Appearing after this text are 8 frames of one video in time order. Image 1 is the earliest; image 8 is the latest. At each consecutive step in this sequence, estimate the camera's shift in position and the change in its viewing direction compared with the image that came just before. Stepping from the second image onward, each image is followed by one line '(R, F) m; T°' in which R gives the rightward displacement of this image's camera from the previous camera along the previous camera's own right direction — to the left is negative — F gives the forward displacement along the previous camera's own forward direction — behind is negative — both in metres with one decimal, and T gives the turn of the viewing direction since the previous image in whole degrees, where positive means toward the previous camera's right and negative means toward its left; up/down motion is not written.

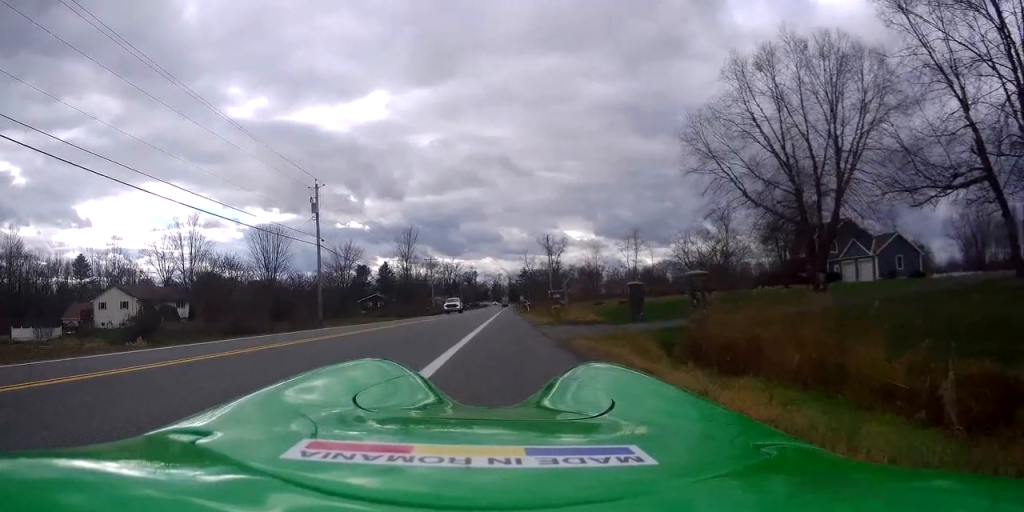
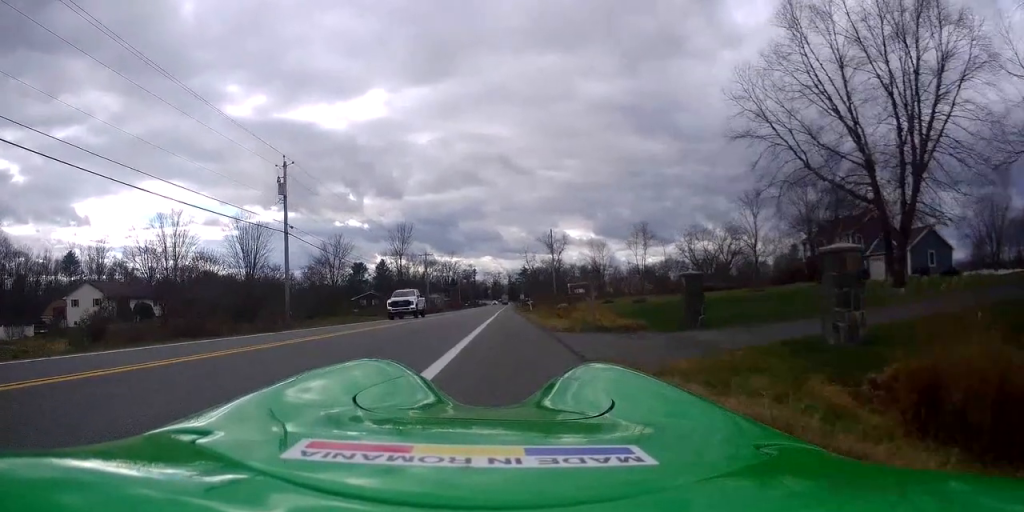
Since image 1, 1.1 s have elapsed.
(+0.2, +6.4) m; +3°
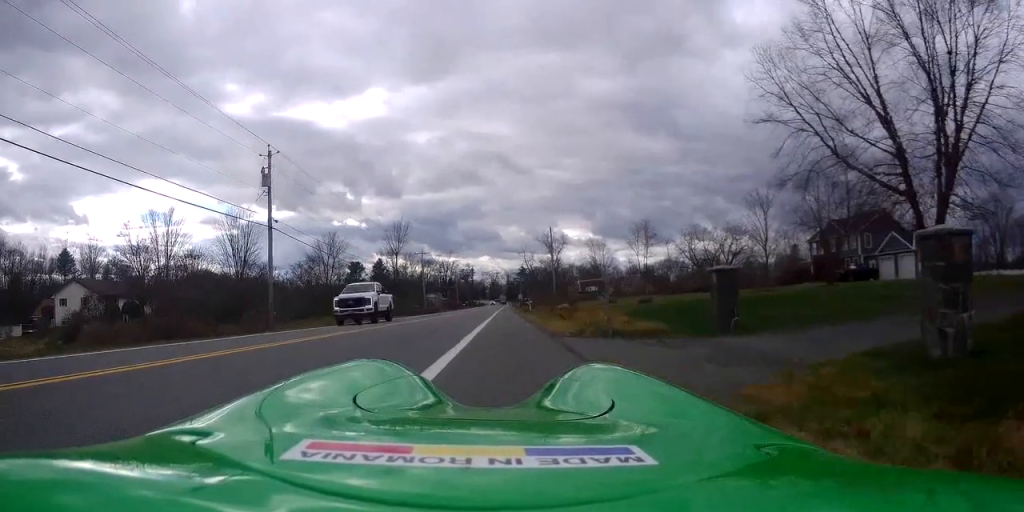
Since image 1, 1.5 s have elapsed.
(0.0, +2.4) m; 0°
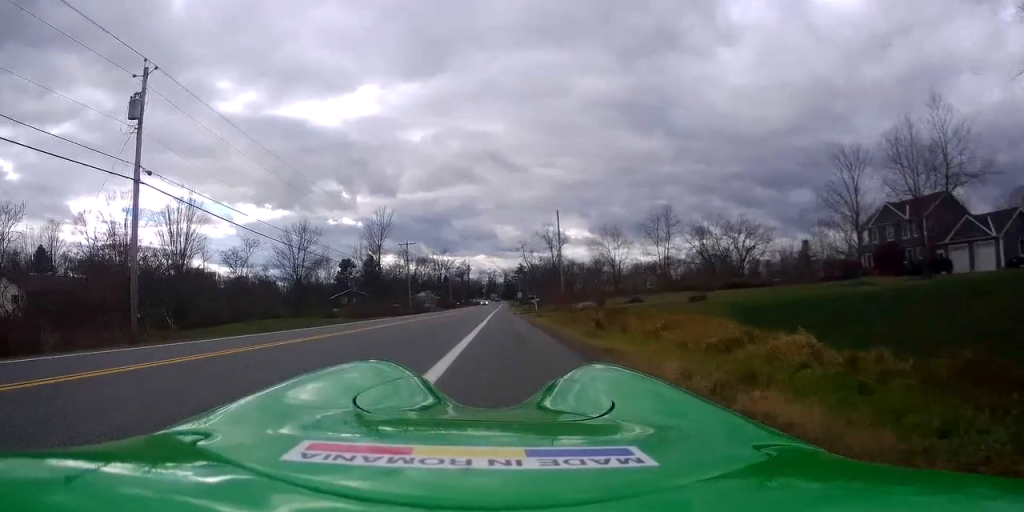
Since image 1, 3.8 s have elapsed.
(0.0, +13.1) m; -2°
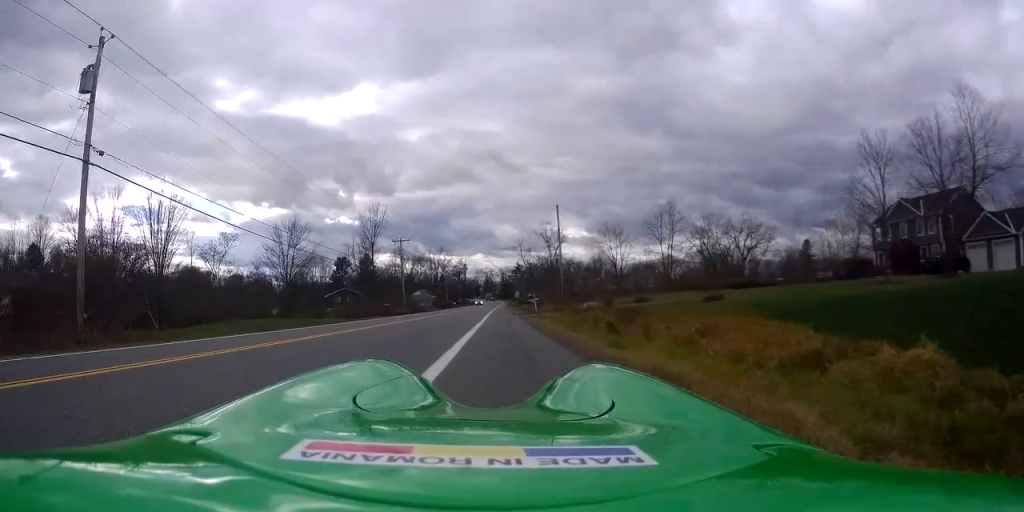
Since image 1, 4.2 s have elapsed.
(+0.1, +3.0) m; -2°
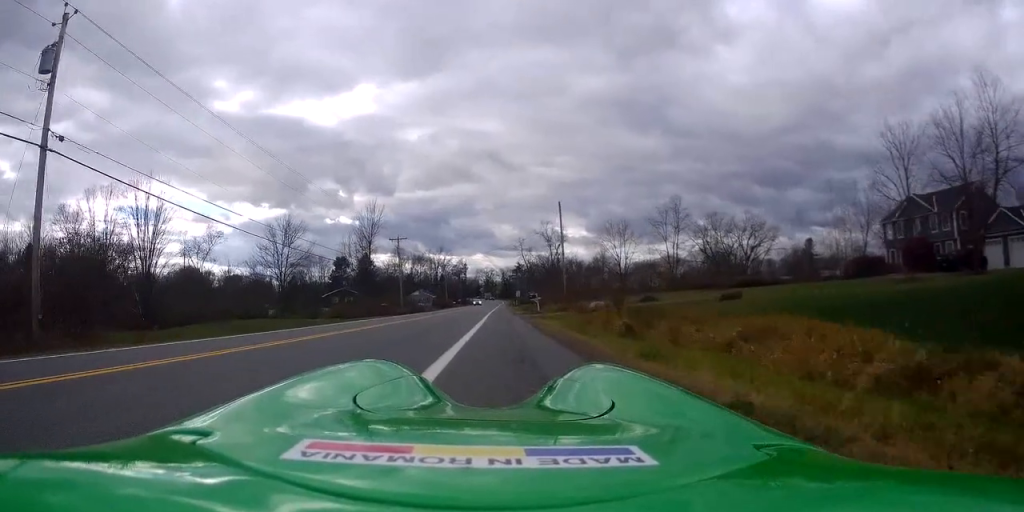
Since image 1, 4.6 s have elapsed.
(-0.2, +2.3) m; 0°
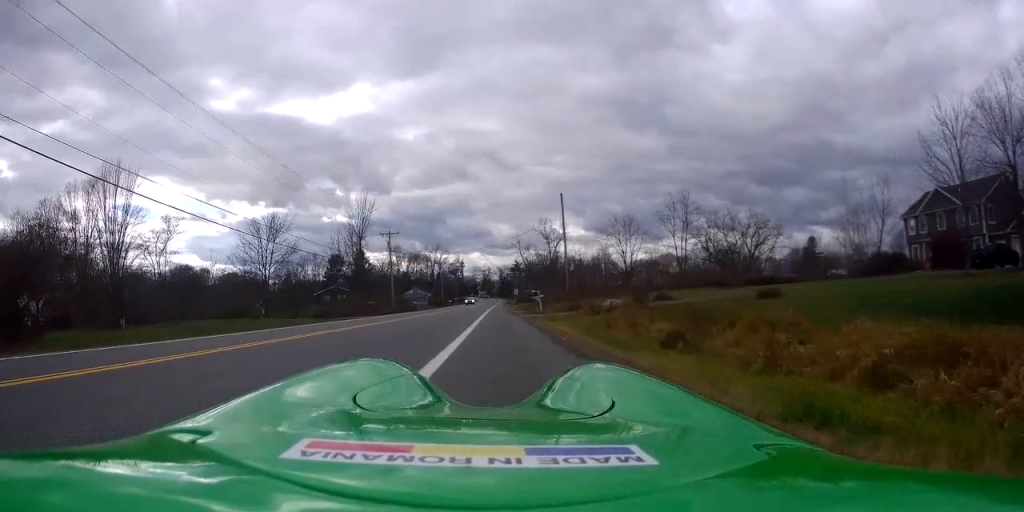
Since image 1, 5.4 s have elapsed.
(-0.2, +4.6) m; +1°
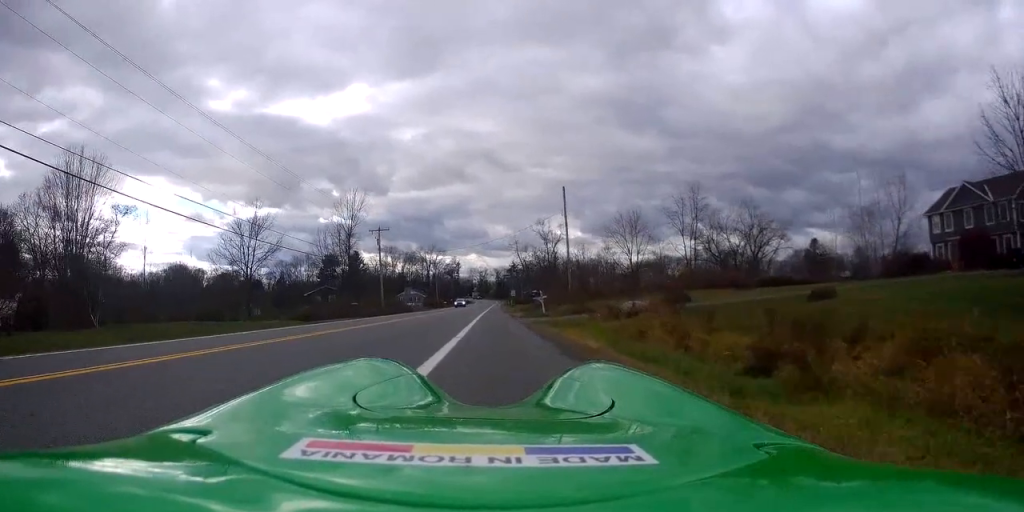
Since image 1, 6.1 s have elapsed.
(+0.2, +4.4) m; +3°
